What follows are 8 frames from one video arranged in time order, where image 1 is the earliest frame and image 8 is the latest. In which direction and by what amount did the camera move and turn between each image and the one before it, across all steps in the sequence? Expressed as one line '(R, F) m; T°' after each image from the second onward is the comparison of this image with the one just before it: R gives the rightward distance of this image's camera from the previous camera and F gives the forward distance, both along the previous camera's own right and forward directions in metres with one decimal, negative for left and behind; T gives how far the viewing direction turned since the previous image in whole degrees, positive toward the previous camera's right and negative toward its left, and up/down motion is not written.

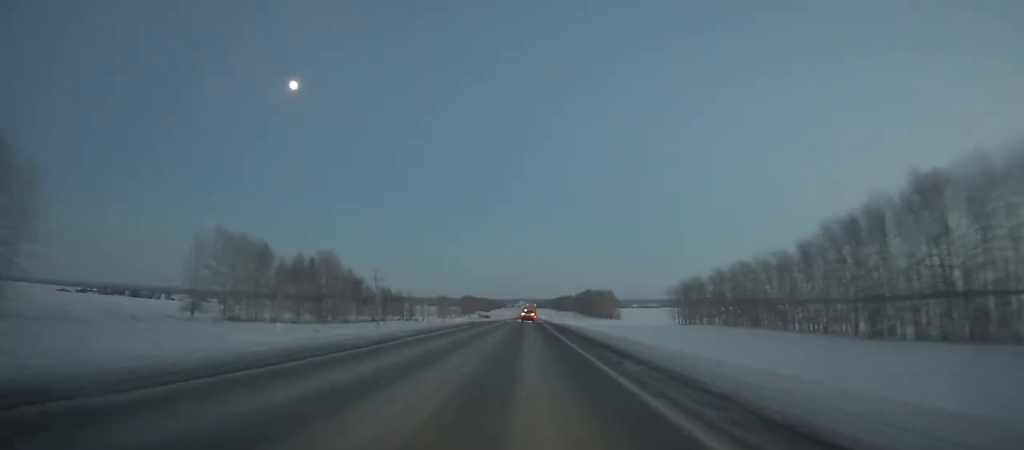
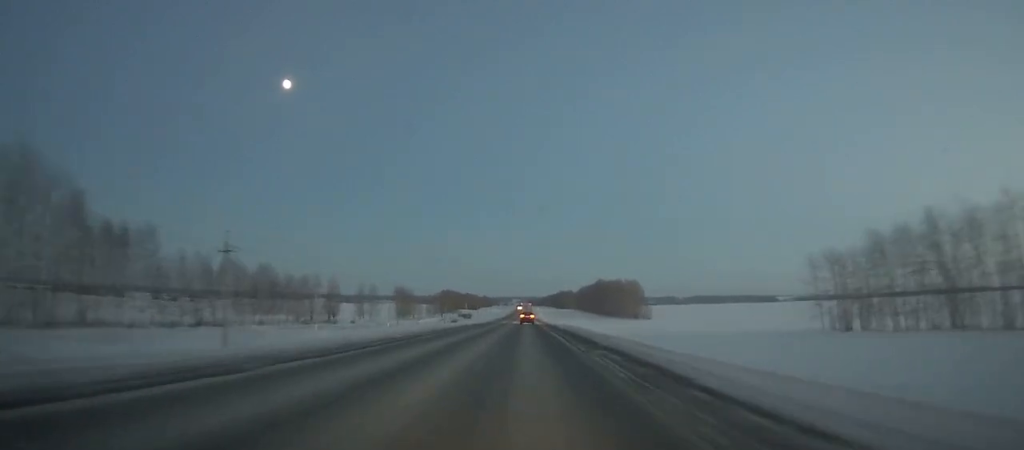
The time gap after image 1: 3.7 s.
(+0.3, +97.5) m; 0°
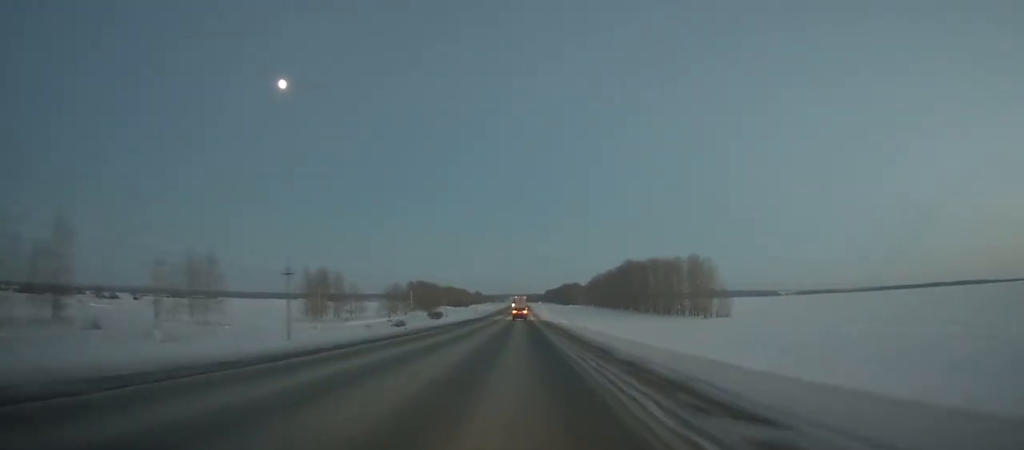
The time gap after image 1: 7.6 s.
(+0.4, +101.4) m; 0°
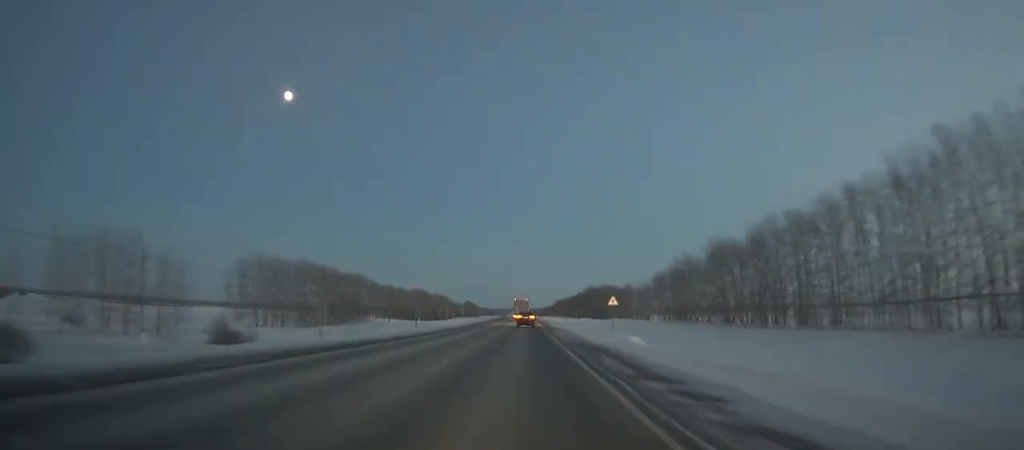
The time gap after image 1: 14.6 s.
(+0.1, +178.2) m; 0°
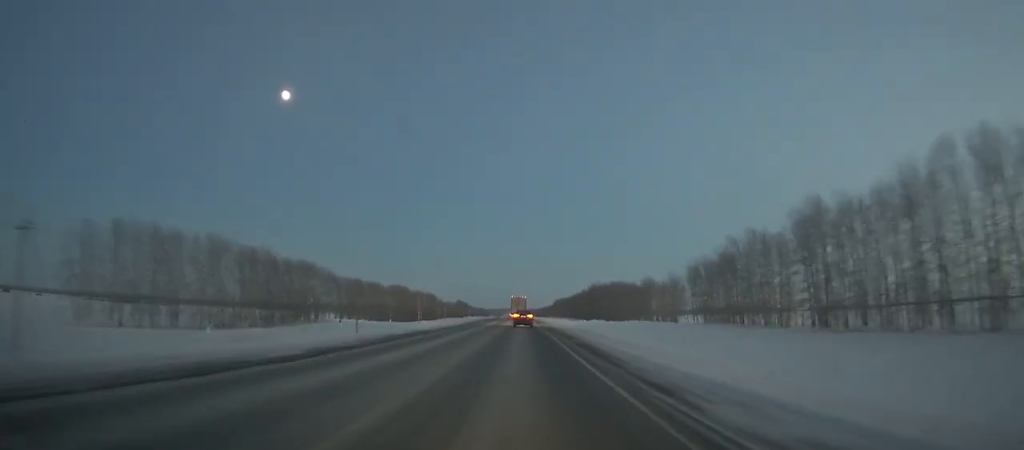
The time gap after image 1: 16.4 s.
(0.0, +44.5) m; 0°
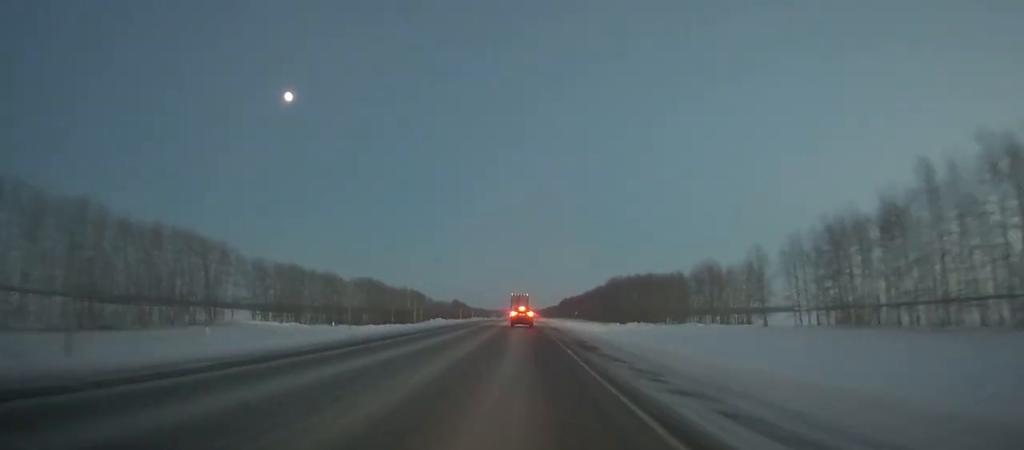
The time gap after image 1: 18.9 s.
(-0.2, +58.9) m; 0°
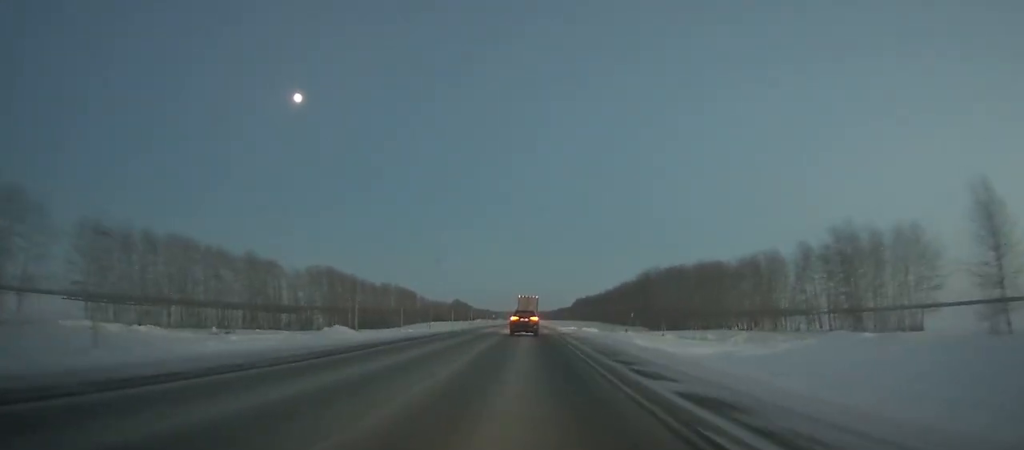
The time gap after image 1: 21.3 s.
(-0.3, +53.6) m; 0°
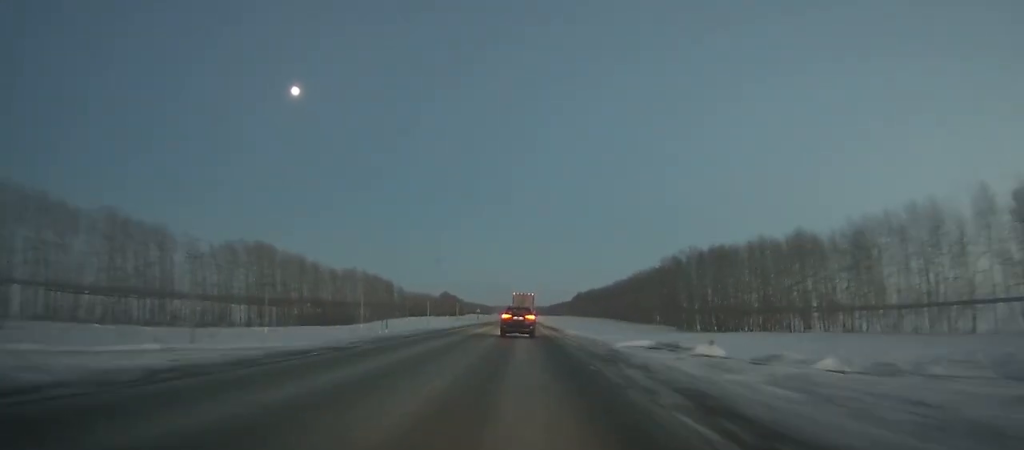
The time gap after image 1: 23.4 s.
(-0.1, +44.5) m; 0°
